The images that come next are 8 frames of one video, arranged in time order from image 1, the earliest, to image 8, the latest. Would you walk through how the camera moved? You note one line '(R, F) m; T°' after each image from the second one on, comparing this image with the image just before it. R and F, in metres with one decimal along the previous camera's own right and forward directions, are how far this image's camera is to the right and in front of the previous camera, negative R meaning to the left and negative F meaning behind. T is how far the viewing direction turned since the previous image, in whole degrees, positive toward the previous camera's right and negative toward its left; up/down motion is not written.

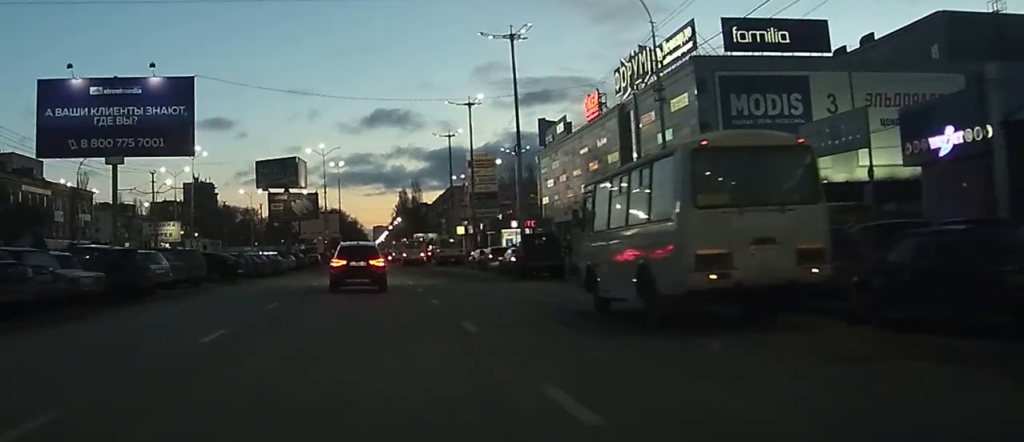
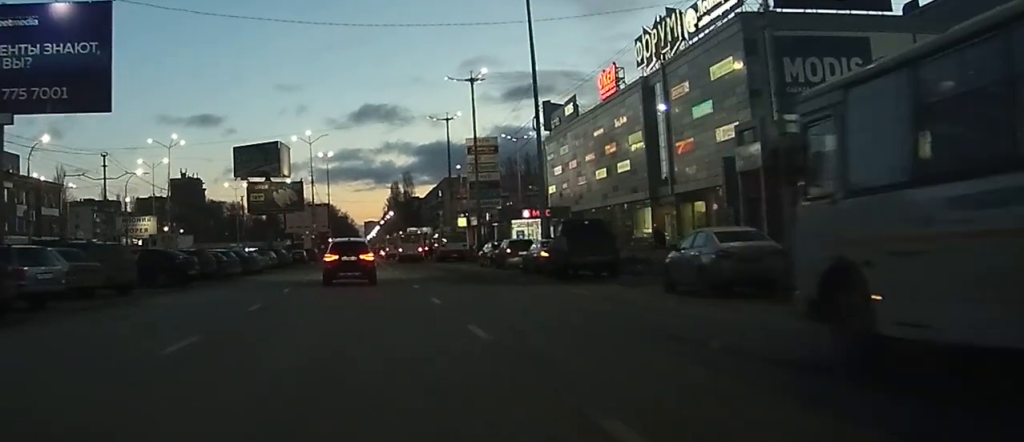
(-0.1, +10.6) m; 0°
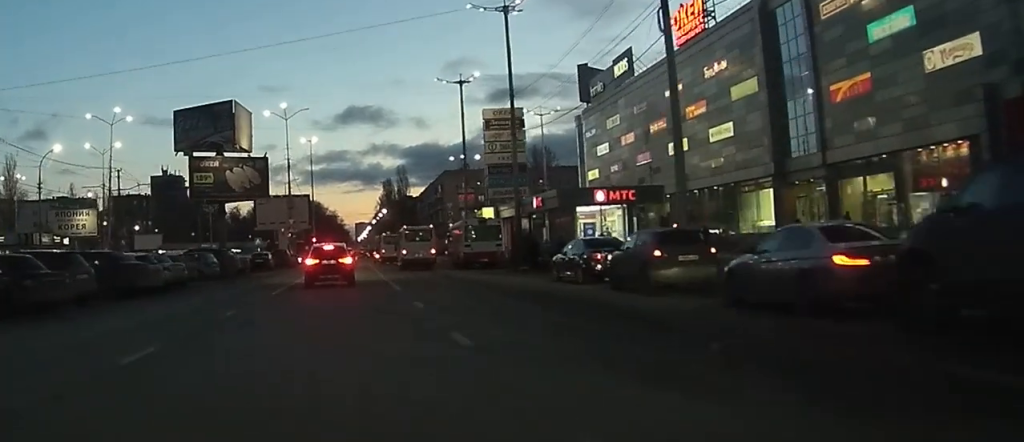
(+0.3, +25.3) m; +2°
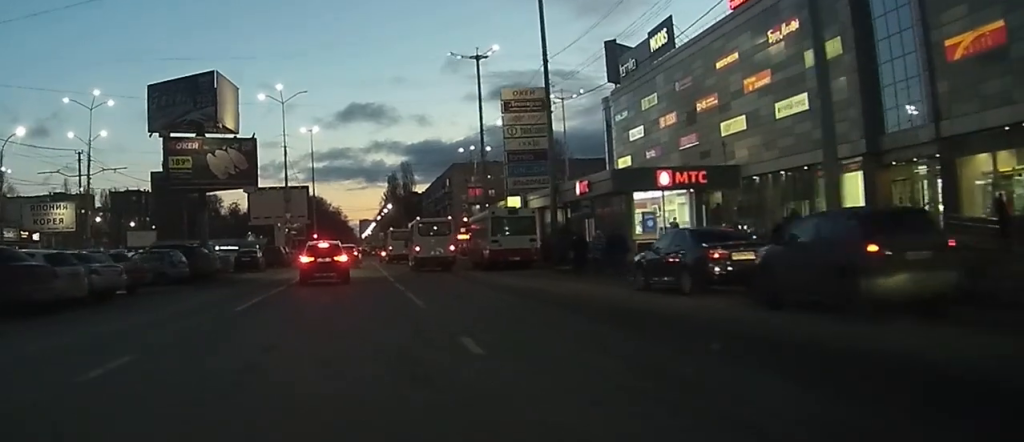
(+0.1, +9.7) m; 0°
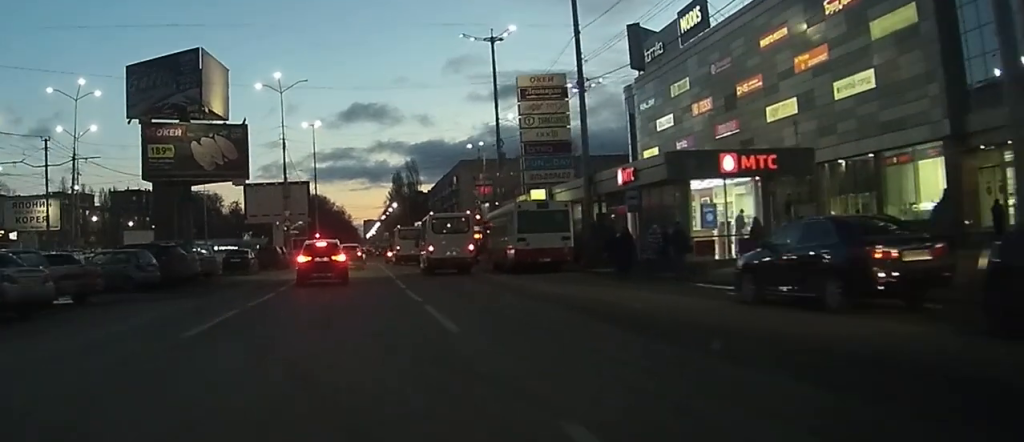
(0.0, +6.3) m; 0°
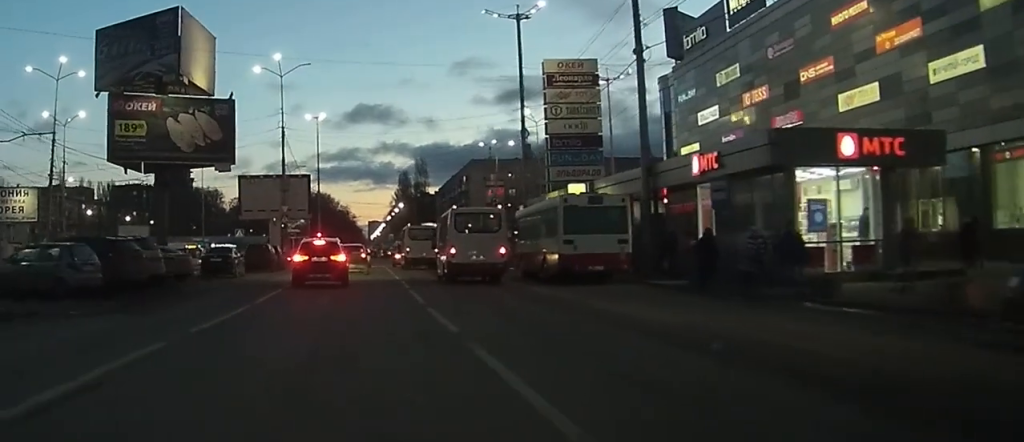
(0.0, +7.4) m; 0°
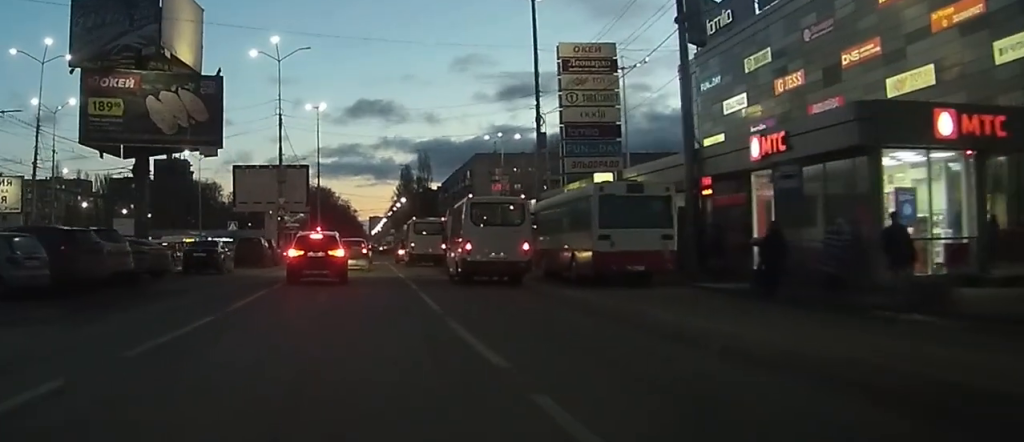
(0.0, +4.1) m; 0°
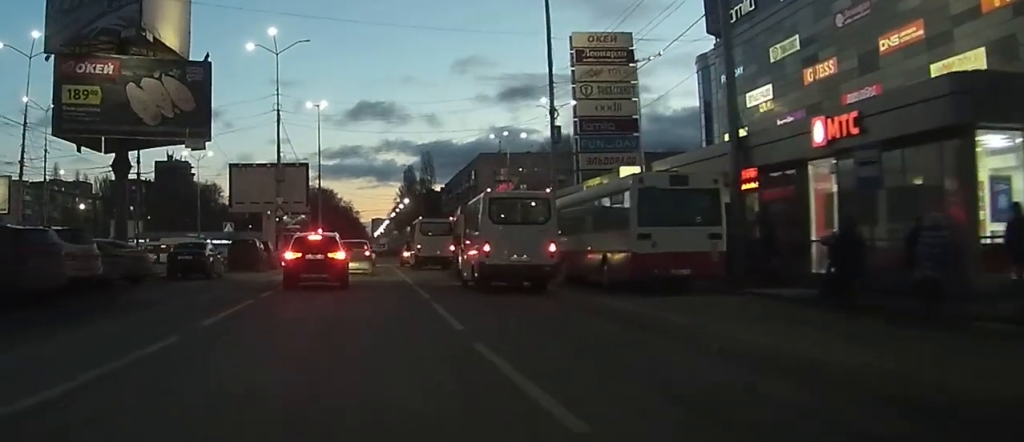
(0.0, +3.5) m; 0°
